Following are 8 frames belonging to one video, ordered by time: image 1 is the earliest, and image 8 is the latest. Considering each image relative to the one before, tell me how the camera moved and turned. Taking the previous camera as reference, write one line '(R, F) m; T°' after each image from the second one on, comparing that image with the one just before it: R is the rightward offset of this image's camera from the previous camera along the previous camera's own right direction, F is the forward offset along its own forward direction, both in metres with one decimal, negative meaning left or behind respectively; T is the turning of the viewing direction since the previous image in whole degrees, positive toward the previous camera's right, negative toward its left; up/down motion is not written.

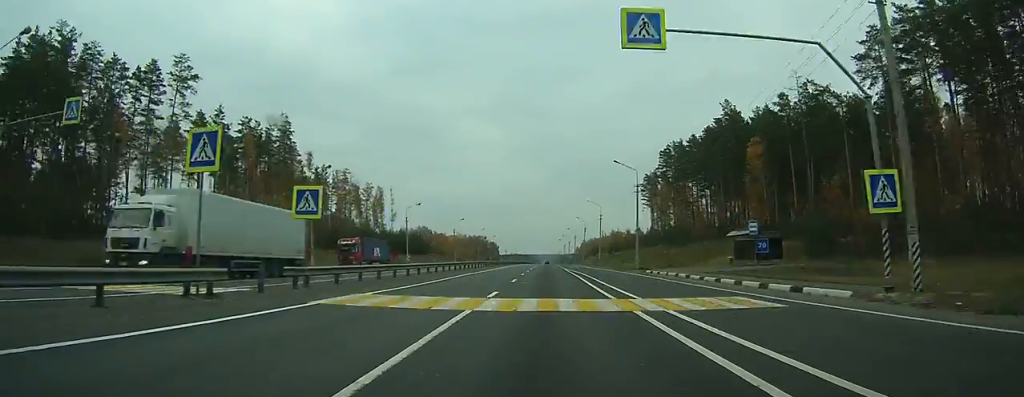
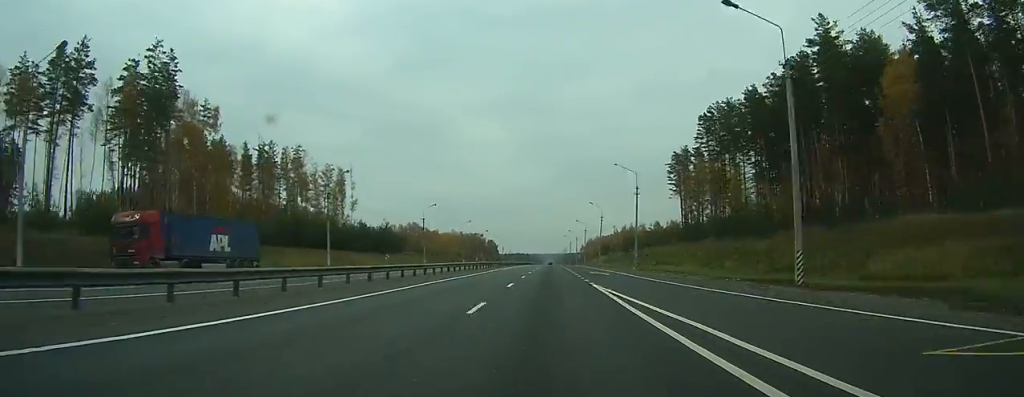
(0.0, +38.5) m; 0°
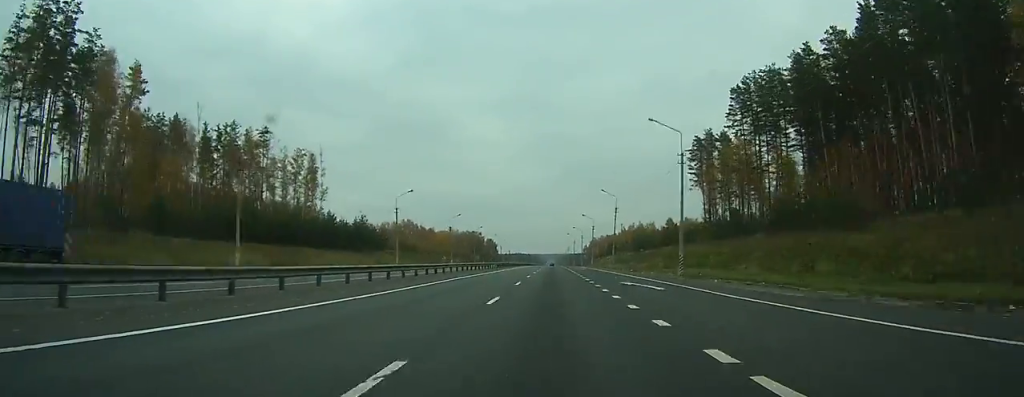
(0.0, +19.9) m; 0°
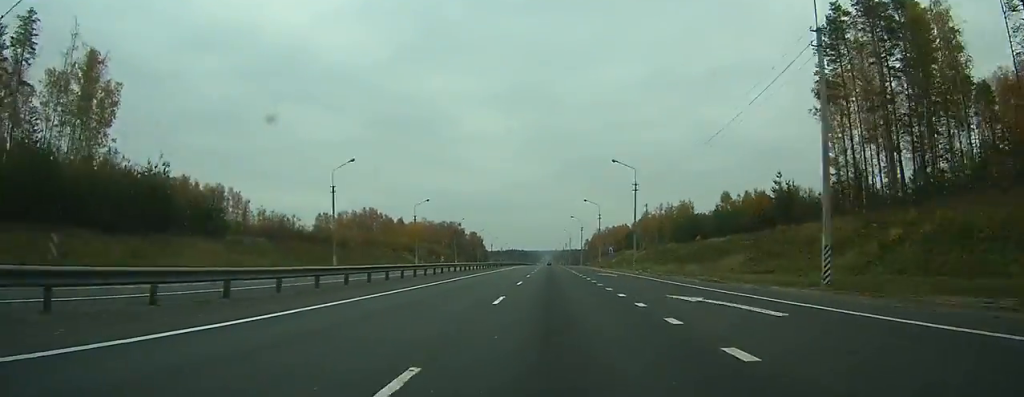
(-0.1, +67.5) m; 0°
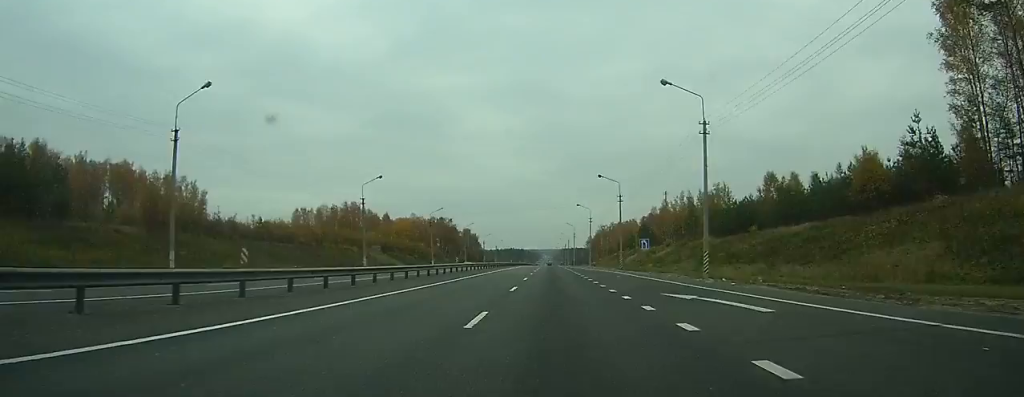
(0.0, +29.1) m; 0°
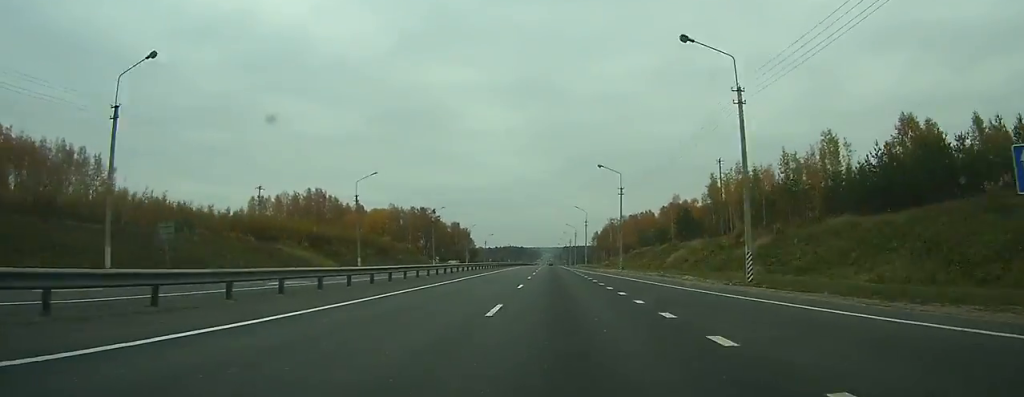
(+0.1, +49.1) m; 0°
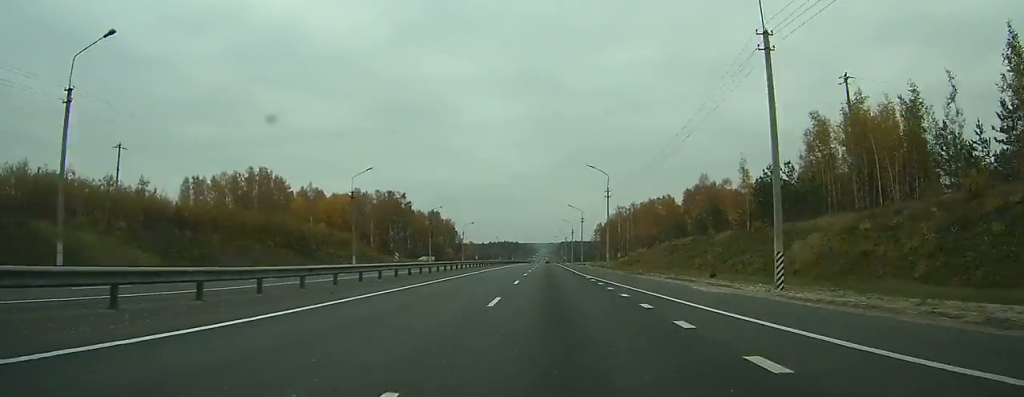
(+0.1, +48.4) m; 0°
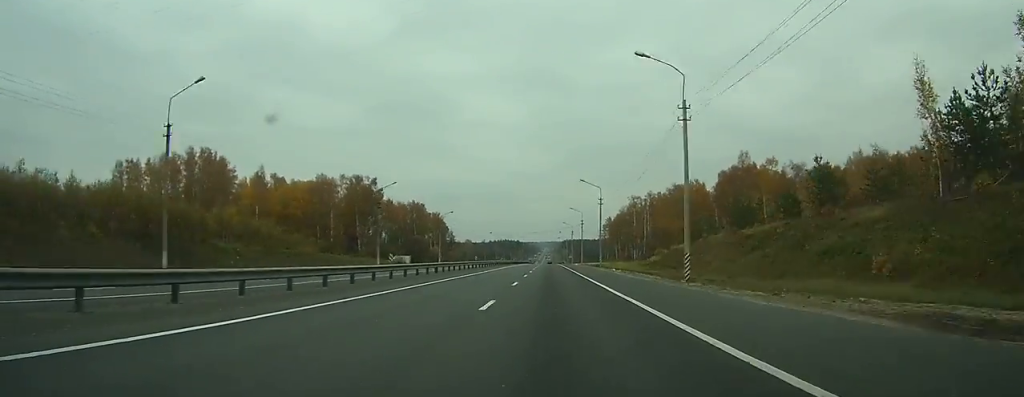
(0.0, +37.3) m; 0°
